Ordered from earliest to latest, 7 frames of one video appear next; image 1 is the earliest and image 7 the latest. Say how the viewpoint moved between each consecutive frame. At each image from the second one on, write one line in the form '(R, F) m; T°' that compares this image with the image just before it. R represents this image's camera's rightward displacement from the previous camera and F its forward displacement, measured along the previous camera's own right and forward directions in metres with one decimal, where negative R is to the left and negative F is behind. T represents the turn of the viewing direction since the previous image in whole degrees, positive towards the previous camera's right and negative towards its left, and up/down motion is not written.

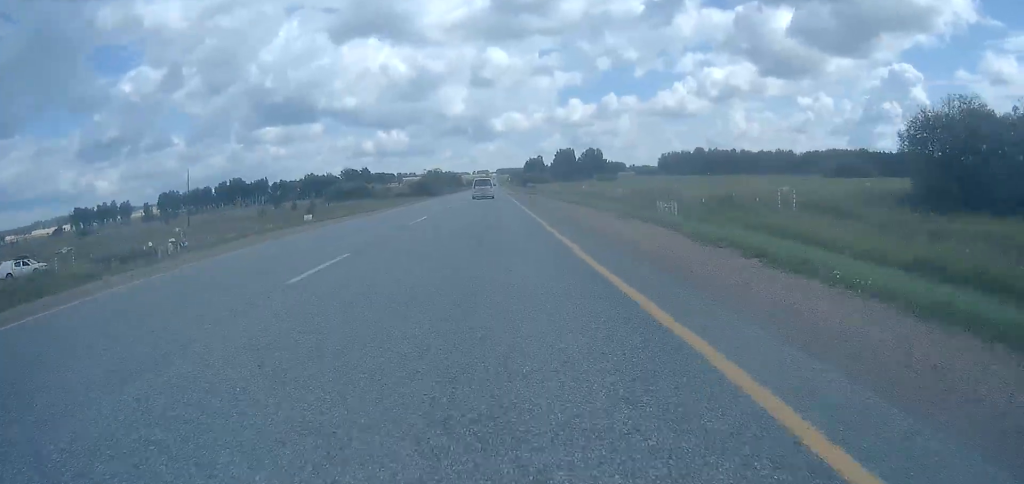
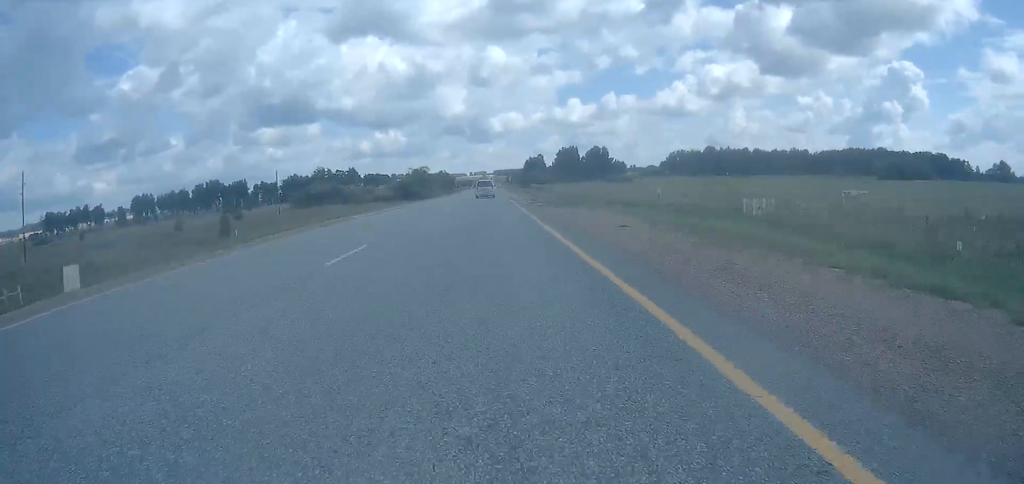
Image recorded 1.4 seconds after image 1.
(+0.2, +34.2) m; +1°
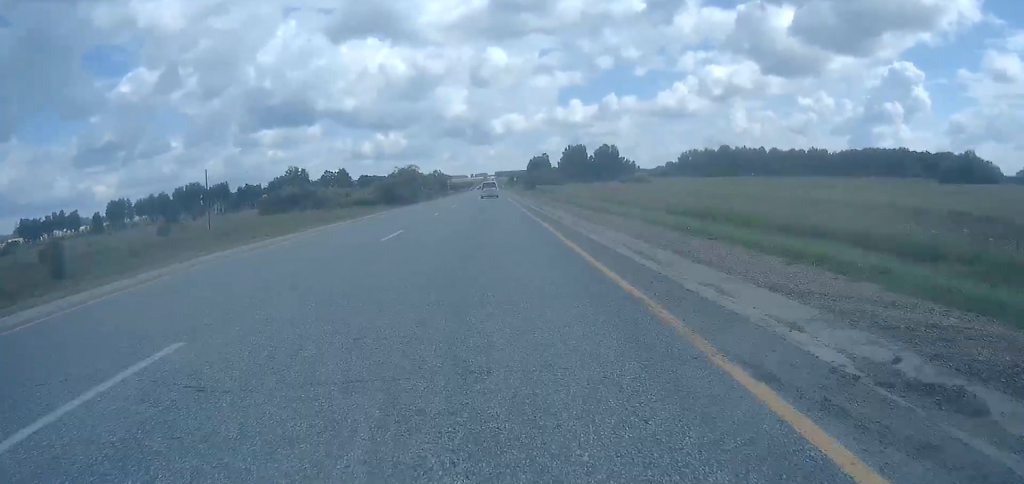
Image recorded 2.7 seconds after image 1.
(+0.1, +31.4) m; 0°
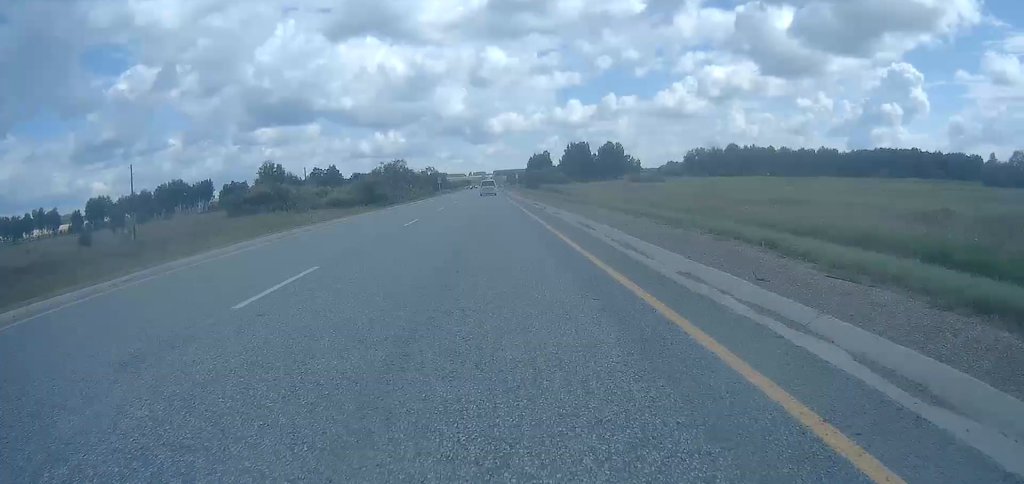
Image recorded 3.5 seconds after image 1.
(0.0, +19.9) m; 0°
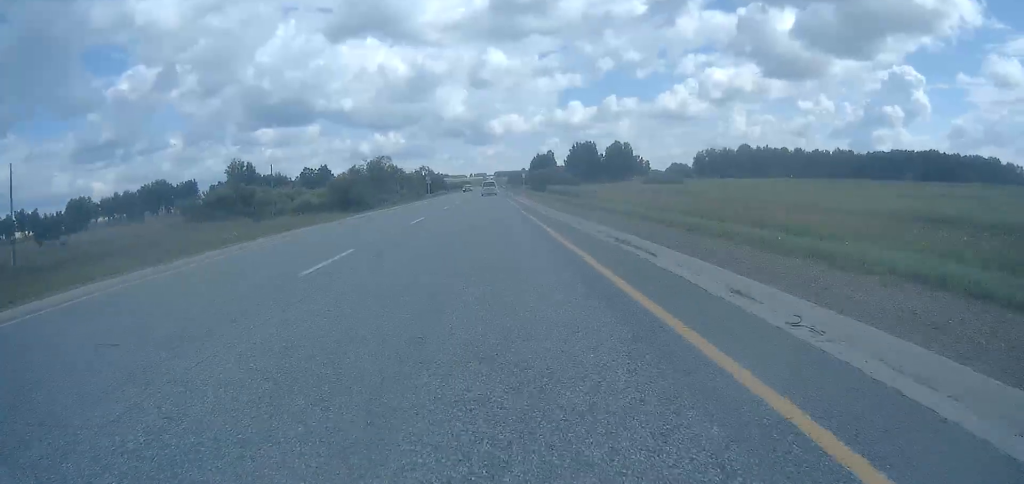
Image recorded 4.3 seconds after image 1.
(0.0, +21.5) m; 0°
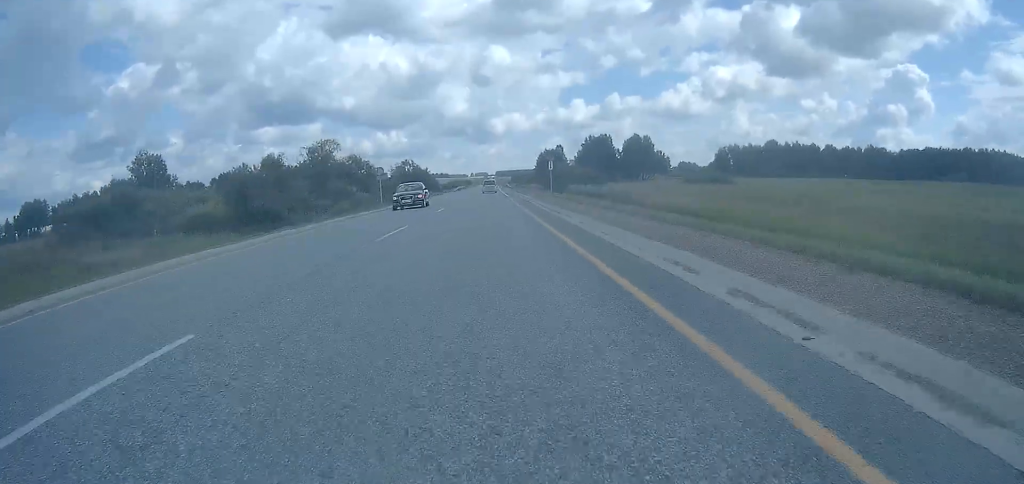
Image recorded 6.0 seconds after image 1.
(-0.1, +42.0) m; 0°
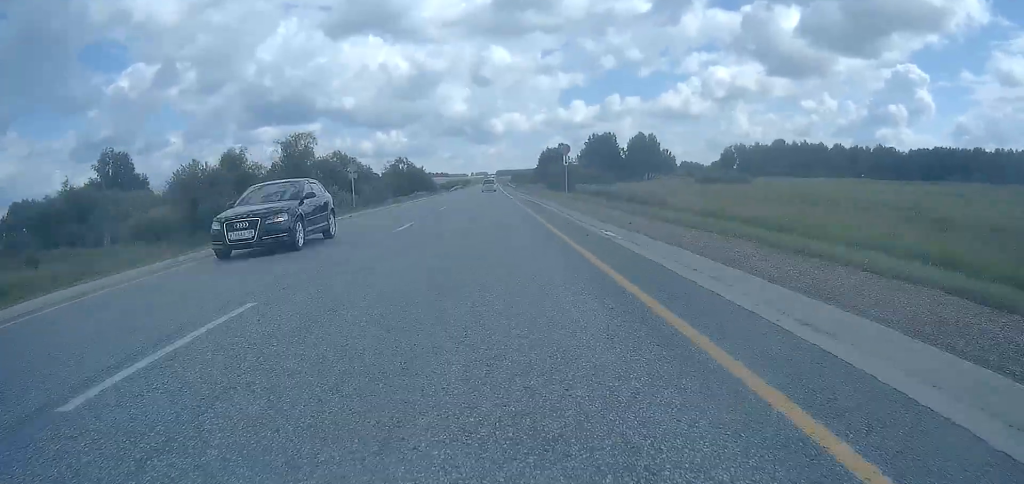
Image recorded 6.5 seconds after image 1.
(0.0, +10.9) m; 0°
